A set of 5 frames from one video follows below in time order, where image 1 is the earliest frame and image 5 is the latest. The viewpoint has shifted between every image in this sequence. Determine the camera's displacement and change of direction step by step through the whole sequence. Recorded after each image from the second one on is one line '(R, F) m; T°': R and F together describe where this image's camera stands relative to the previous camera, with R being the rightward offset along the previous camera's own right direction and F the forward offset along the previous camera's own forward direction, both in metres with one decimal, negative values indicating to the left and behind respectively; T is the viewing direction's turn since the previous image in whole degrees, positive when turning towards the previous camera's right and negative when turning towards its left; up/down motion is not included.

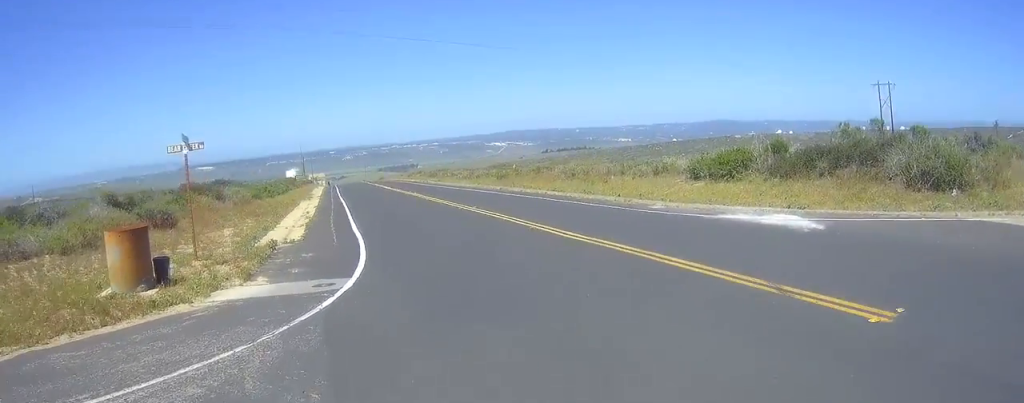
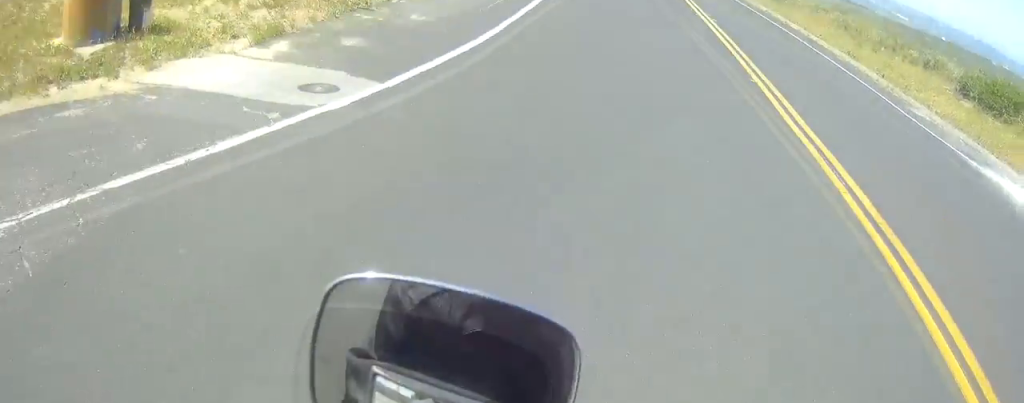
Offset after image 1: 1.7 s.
(-0.6, +4.8) m; -21°
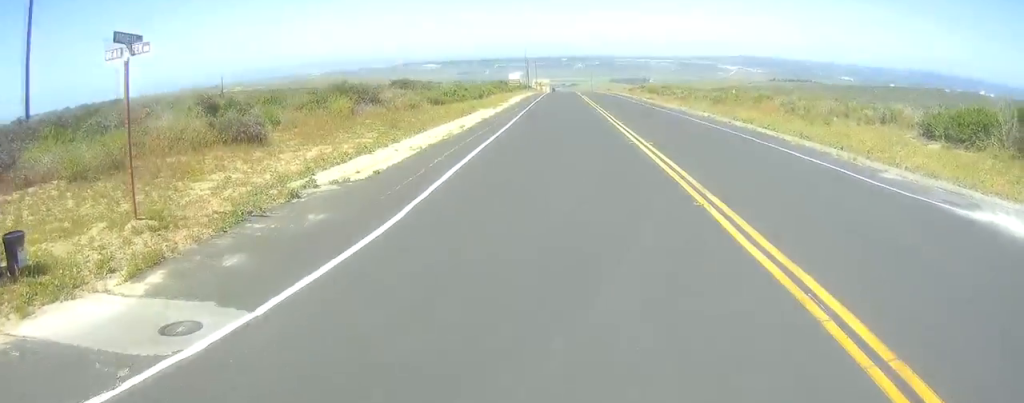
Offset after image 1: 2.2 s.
(-0.1, +1.1) m; -8°
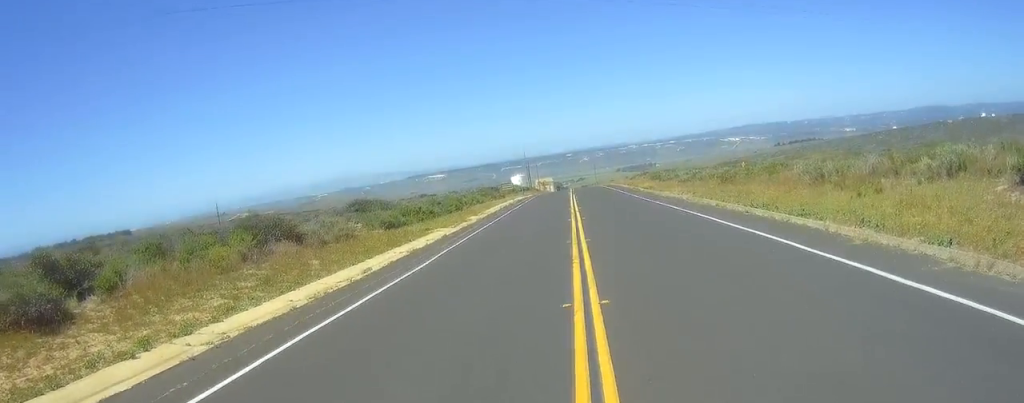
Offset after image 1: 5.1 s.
(-2.0, +8.6) m; -2°
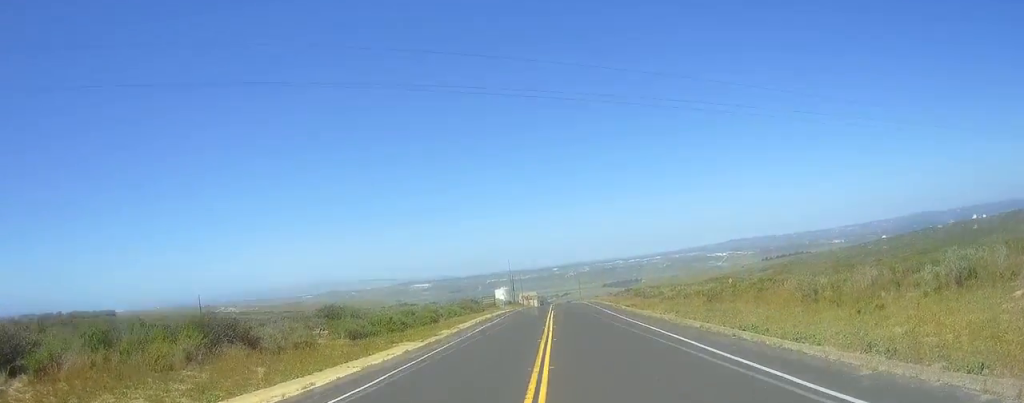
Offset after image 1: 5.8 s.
(+0.3, +1.9) m; +13°
